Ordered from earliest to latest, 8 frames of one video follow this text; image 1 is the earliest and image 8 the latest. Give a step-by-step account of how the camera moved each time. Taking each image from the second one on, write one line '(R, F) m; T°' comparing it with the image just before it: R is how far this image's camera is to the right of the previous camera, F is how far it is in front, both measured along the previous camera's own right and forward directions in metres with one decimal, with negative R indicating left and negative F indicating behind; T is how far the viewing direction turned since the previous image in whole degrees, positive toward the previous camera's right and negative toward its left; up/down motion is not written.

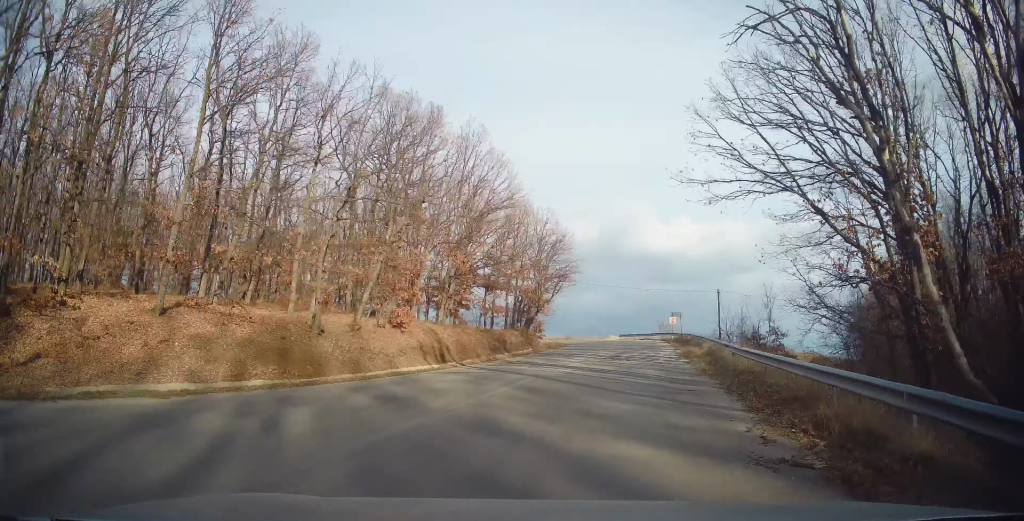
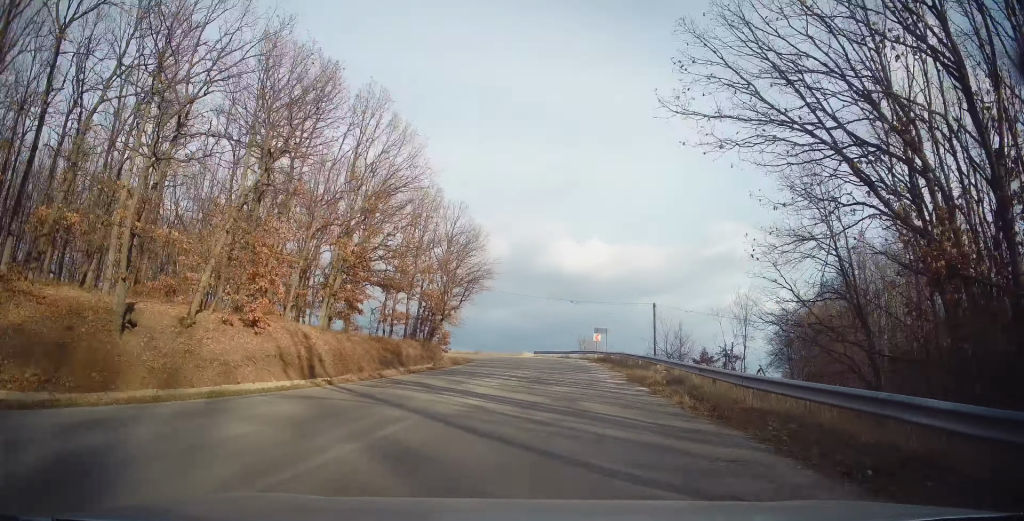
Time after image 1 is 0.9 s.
(+0.7, +7.2) m; +8°
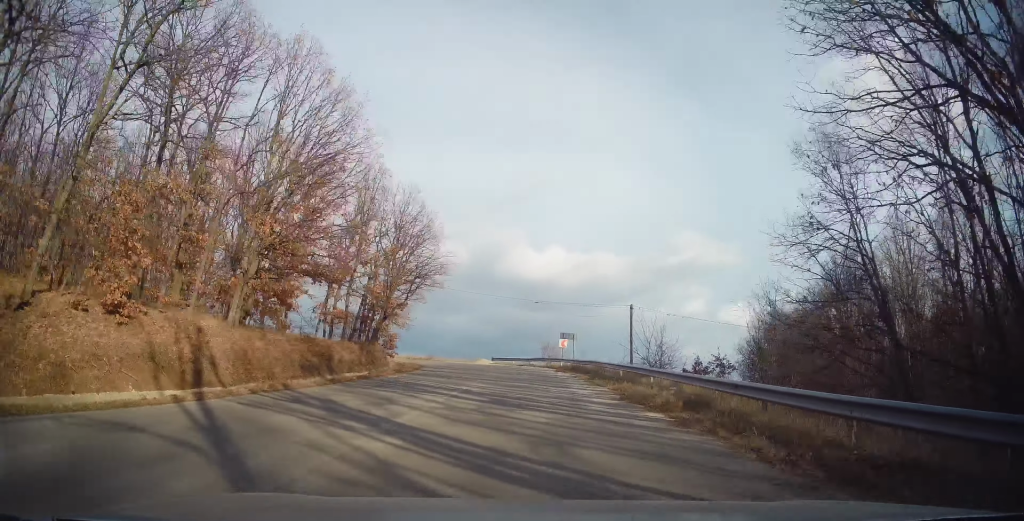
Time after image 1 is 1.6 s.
(+0.3, +5.9) m; +4°
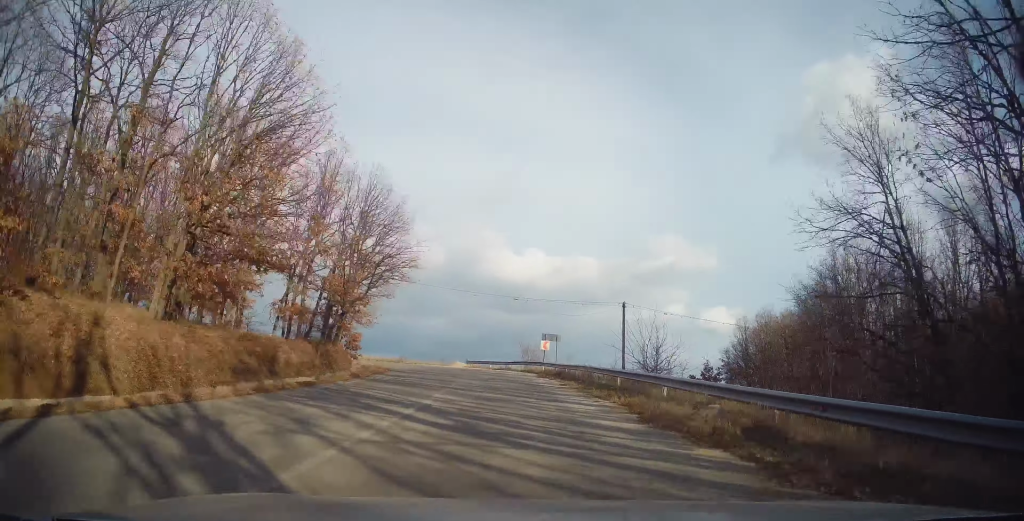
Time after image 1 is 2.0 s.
(0.0, +4.0) m; +3°
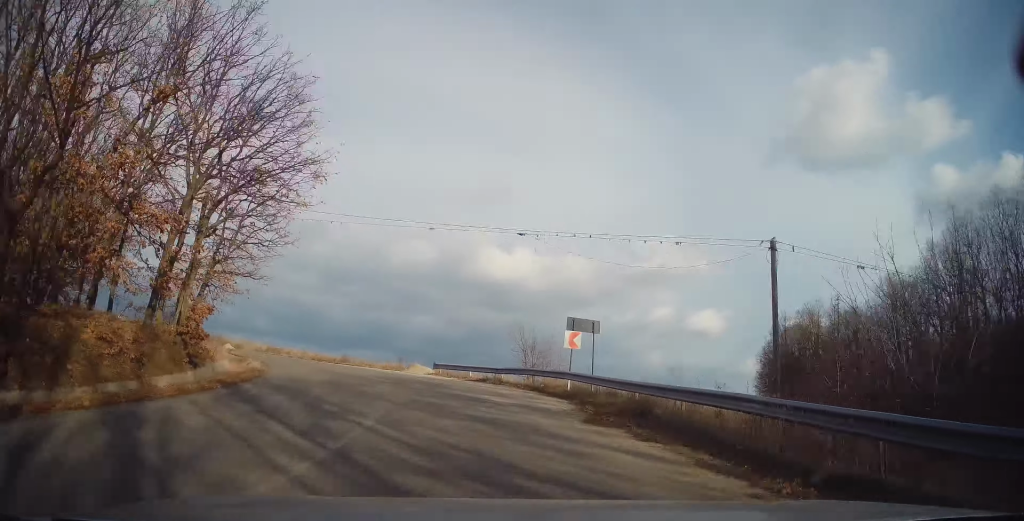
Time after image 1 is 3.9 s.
(+1.0, +17.8) m; +2°
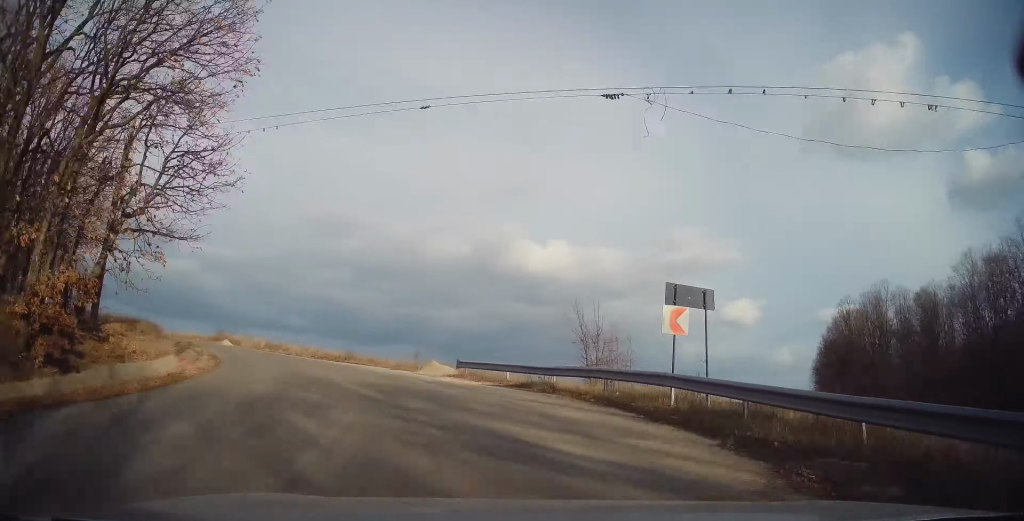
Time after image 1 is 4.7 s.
(-0.2, +7.9) m; -4°
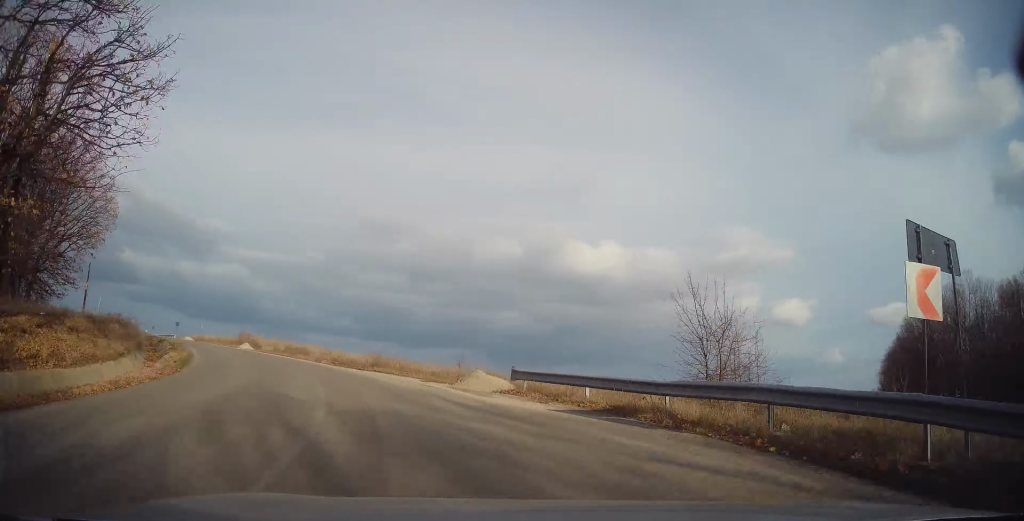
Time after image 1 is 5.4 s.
(-0.2, +6.8) m; -5°
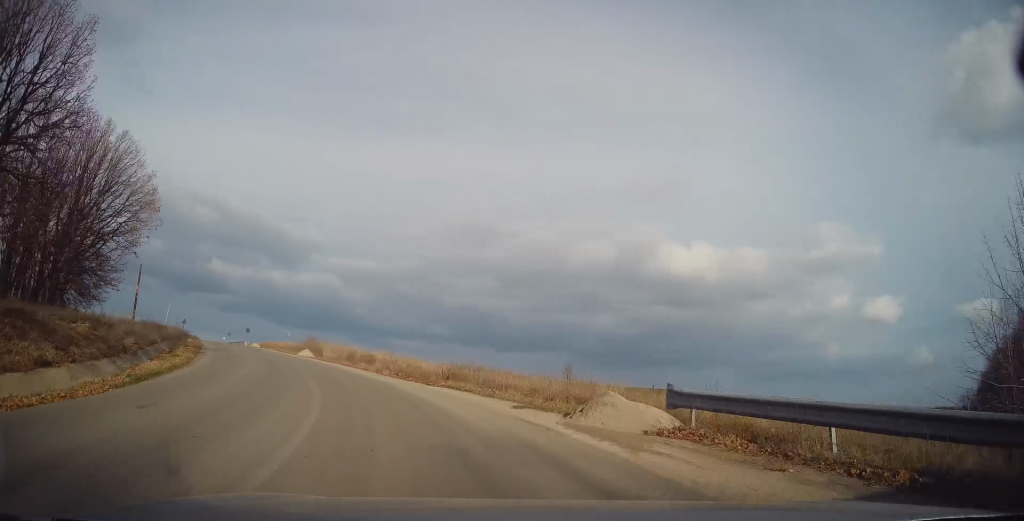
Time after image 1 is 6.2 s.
(-0.2, +7.4) m; -8°
